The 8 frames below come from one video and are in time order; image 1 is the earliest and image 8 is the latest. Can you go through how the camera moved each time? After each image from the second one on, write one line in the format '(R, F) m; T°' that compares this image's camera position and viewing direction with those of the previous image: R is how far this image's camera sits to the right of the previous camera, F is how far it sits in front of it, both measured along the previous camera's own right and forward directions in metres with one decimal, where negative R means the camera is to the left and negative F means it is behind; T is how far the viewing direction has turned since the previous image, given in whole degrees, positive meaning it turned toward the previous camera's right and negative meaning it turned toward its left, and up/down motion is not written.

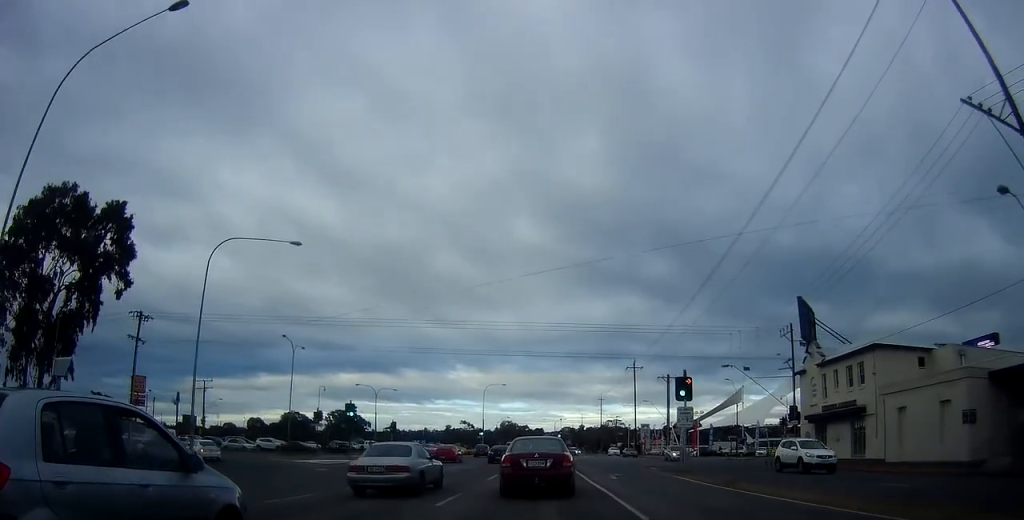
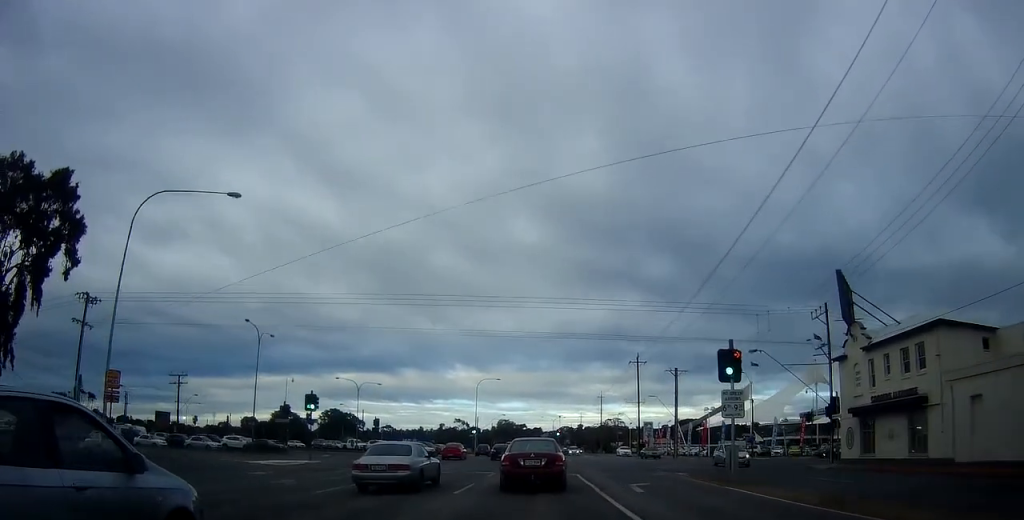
(-0.1, +6.7) m; -2°
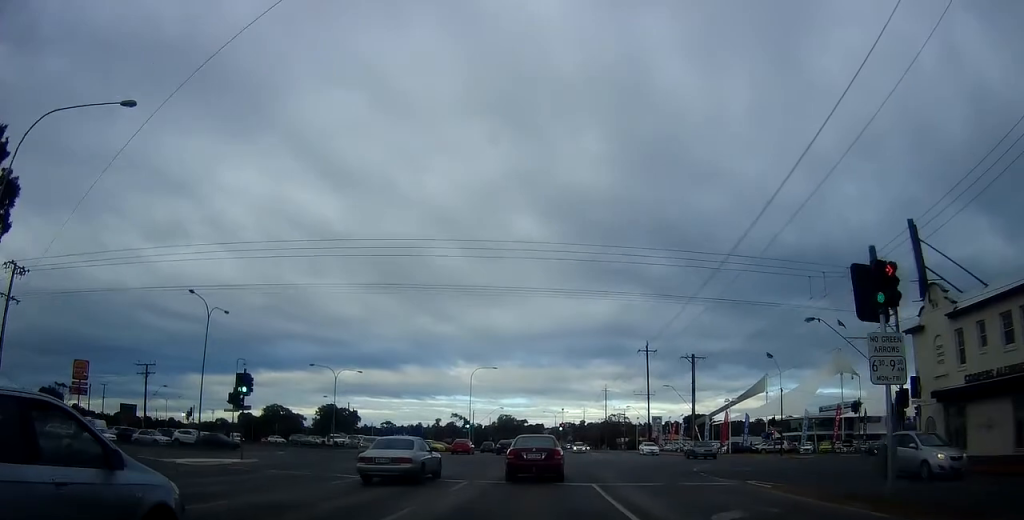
(-0.2, +8.6) m; +1°
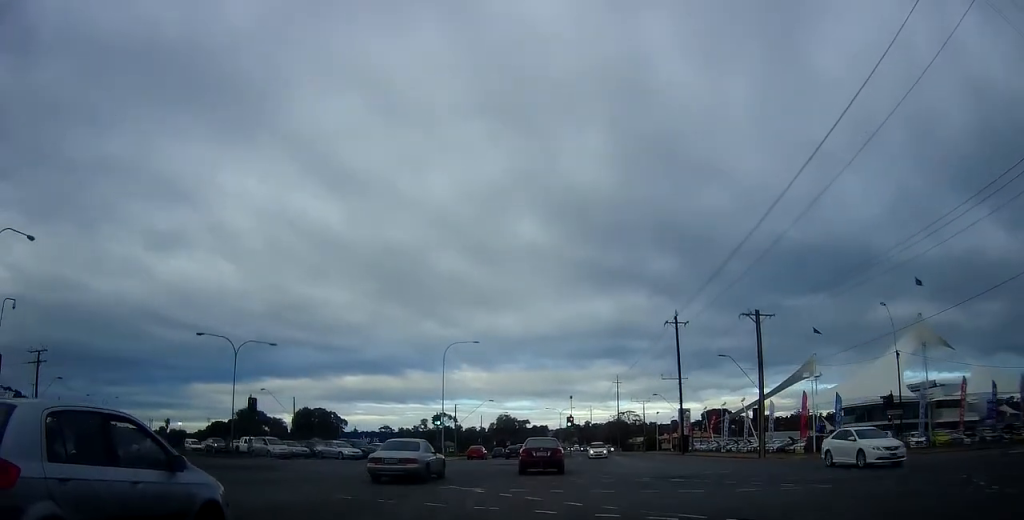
(+0.3, +22.9) m; +1°
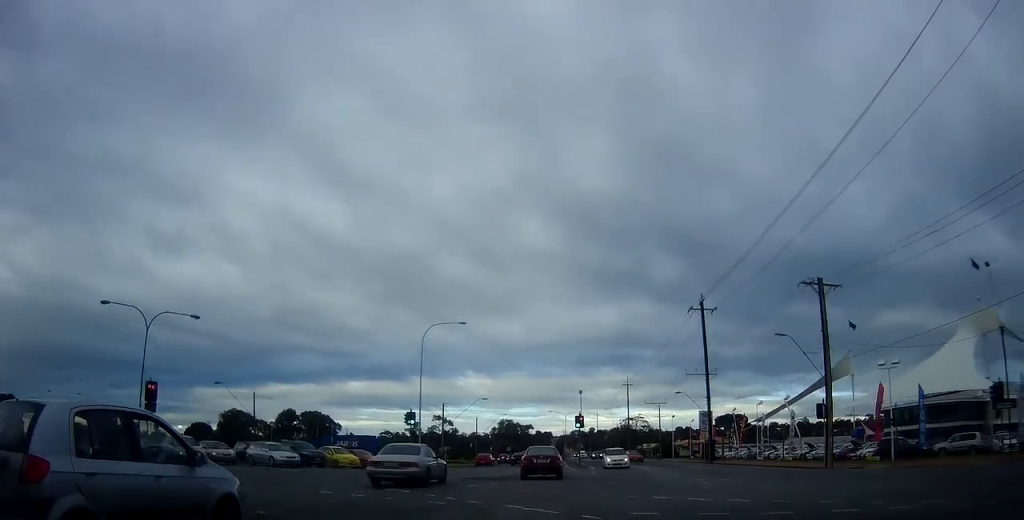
(0.0, +12.3) m; -1°
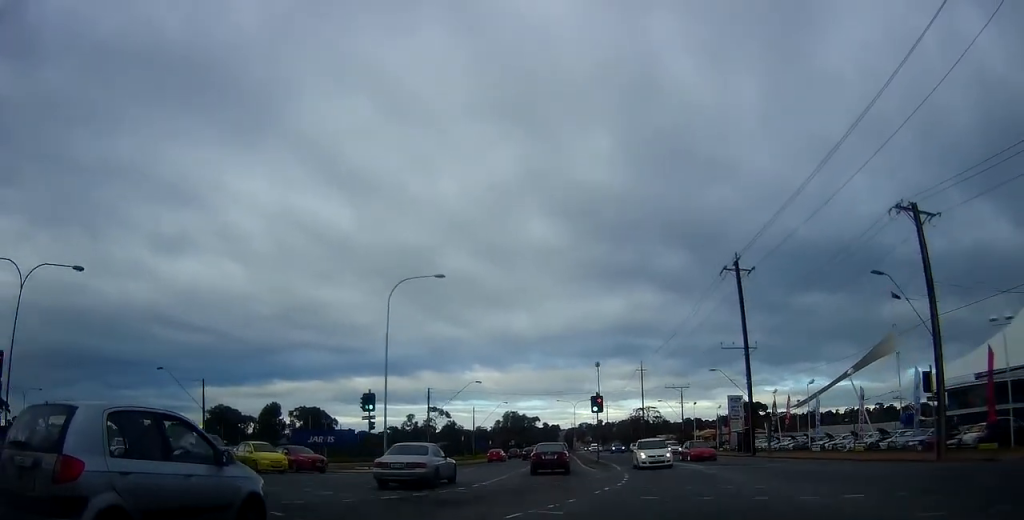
(-0.2, +12.2) m; -1°
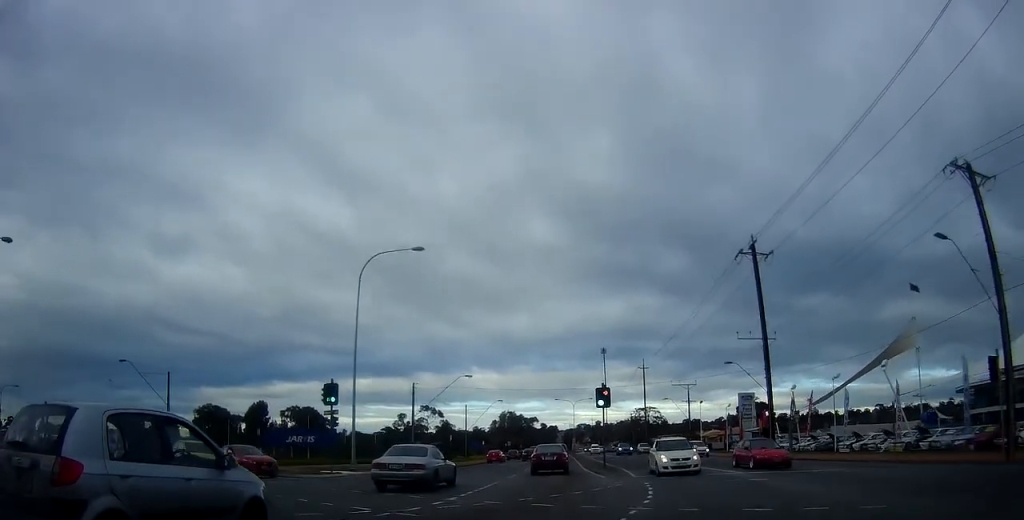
(0.0, +5.6) m; 0°
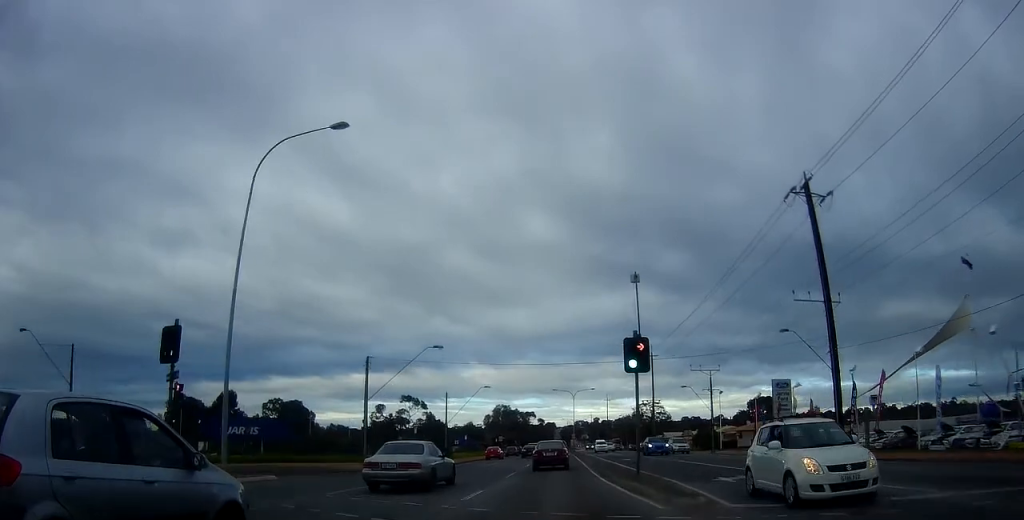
(+0.1, +12.9) m; 0°
